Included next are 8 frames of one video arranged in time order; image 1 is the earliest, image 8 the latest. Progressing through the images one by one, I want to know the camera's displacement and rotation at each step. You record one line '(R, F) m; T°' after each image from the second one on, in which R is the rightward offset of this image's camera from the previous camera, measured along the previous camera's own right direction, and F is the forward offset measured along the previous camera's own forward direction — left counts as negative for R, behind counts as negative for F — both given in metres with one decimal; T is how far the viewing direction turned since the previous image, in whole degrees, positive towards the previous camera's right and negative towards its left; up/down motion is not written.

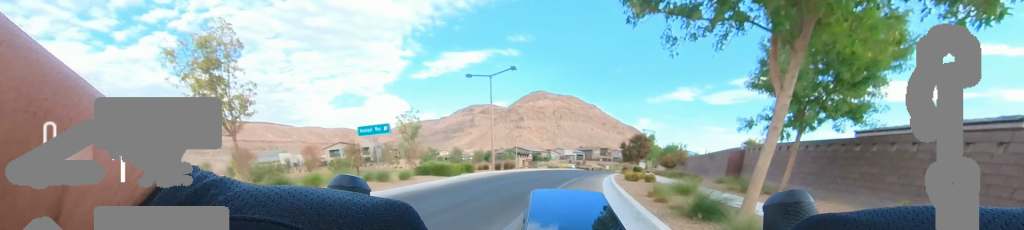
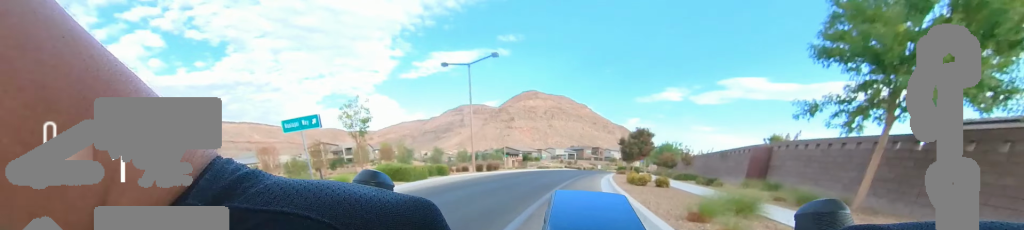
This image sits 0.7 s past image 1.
(-0.3, +4.0) m; -4°
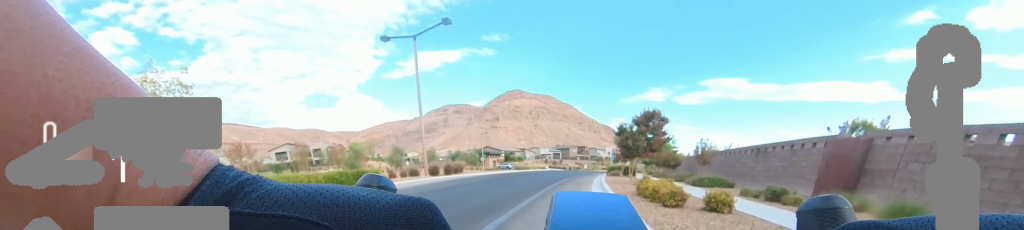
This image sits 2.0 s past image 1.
(+0.4, +6.7) m; +10°
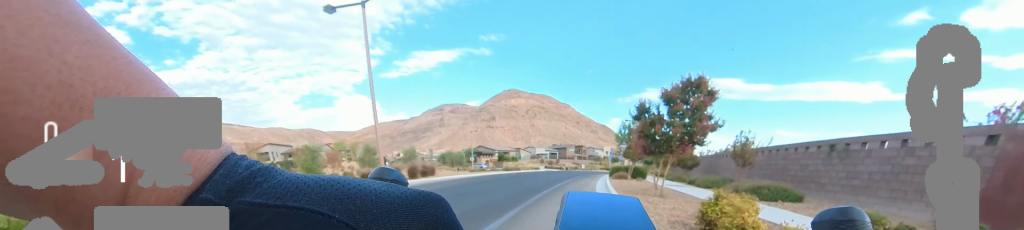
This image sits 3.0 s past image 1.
(+0.4, +4.8) m; +6°
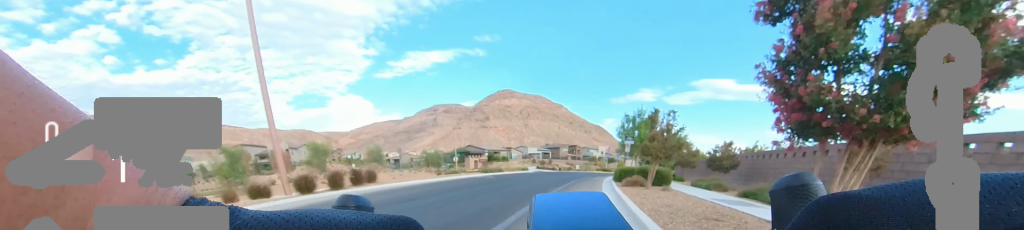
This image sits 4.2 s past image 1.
(+0.2, +6.4) m; +1°
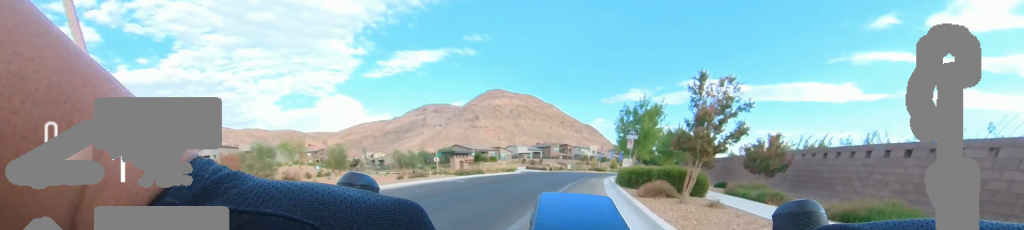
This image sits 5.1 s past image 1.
(0.0, +4.7) m; 0°
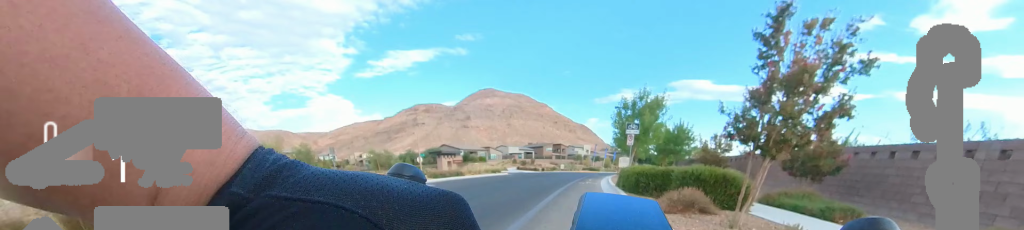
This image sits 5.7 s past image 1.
(0.0, +3.1) m; +2°
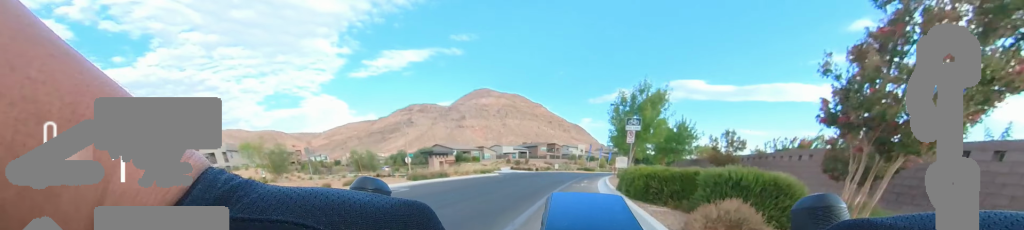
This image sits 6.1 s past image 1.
(0.0, +2.0) m; +3°
